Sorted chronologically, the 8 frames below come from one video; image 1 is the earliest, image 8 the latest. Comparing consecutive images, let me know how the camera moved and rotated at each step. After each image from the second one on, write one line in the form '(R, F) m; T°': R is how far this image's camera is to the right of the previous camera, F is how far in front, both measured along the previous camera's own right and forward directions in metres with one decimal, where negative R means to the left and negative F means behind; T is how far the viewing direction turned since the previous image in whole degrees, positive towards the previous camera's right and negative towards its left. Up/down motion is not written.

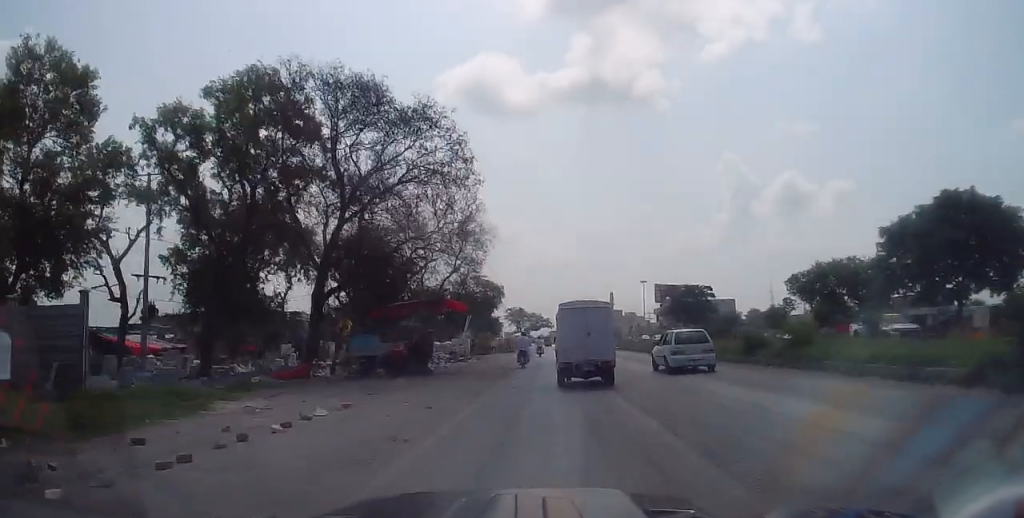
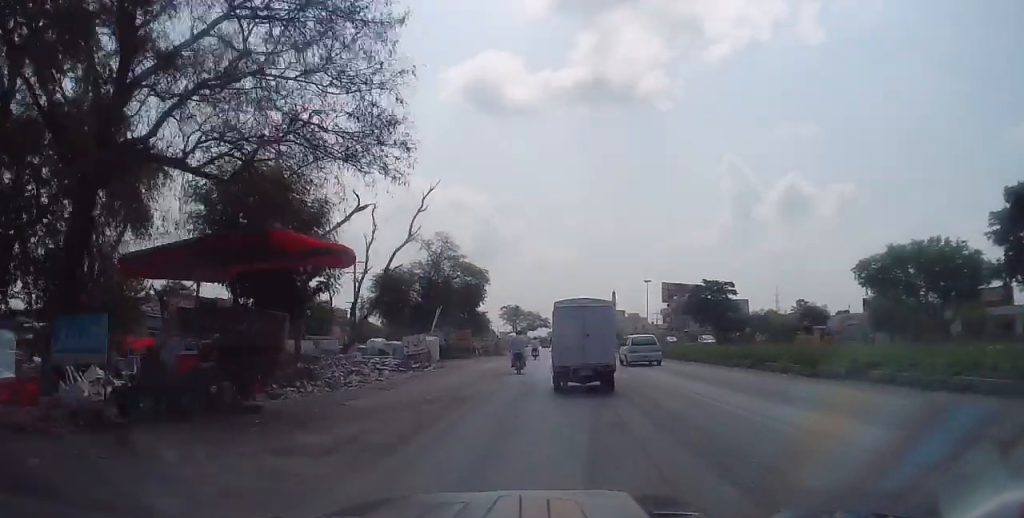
(+0.1, +15.0) m; -1°
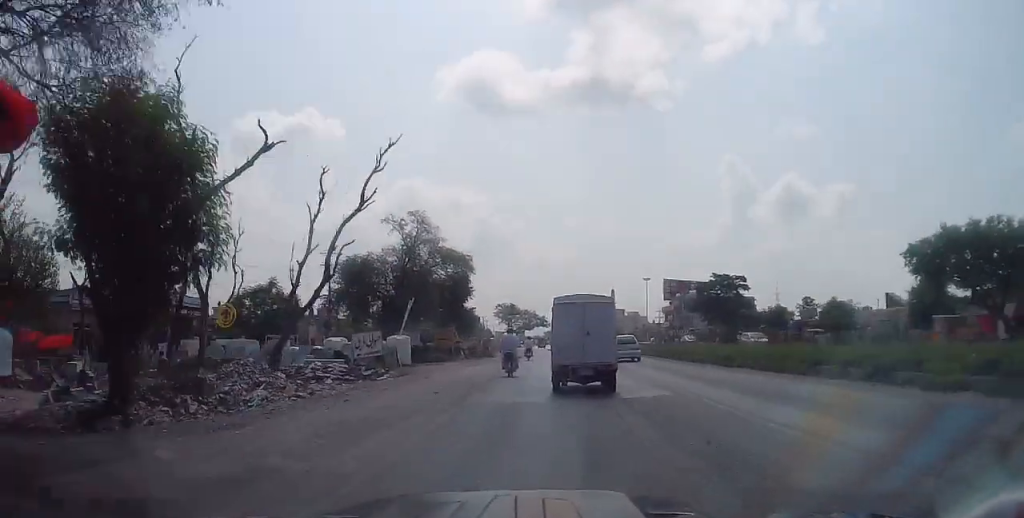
(-0.2, +7.9) m; 0°
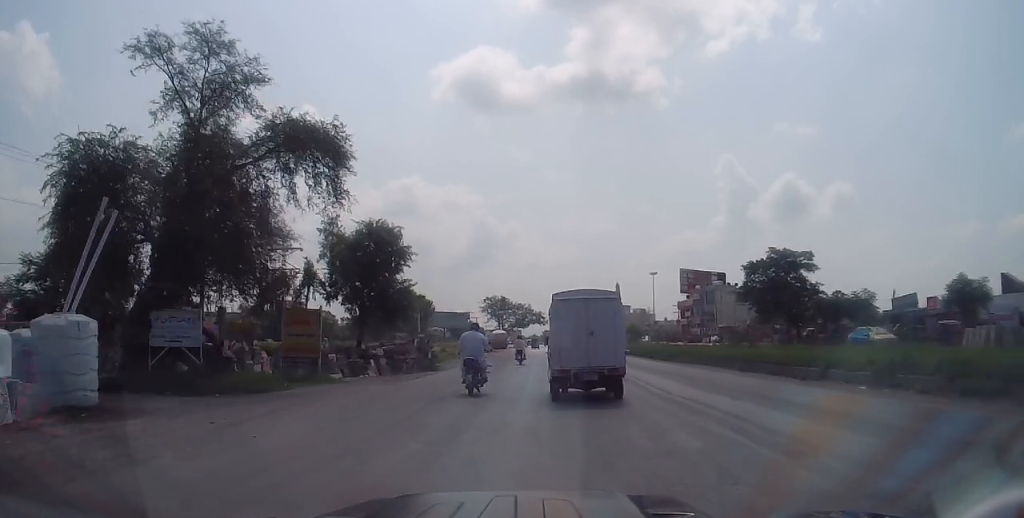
(+0.7, +26.1) m; +2°
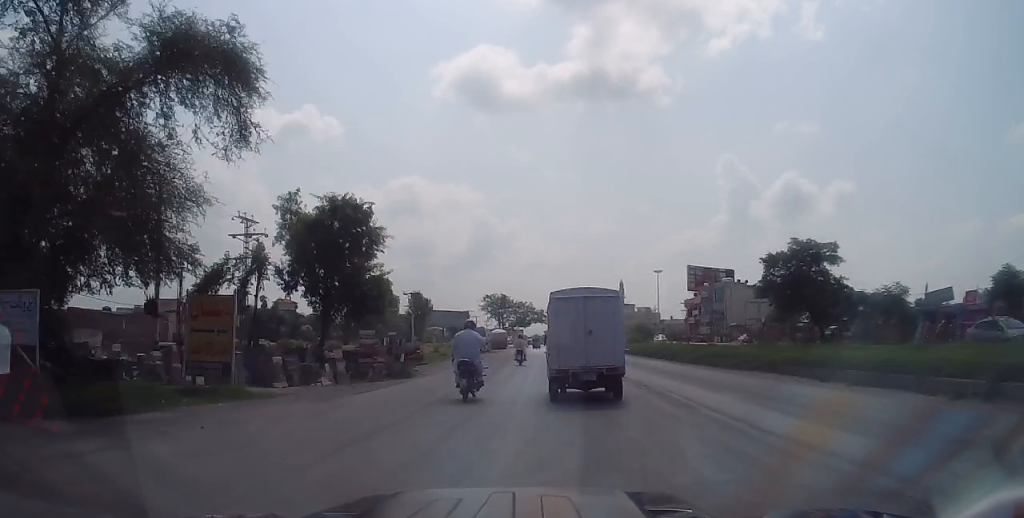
(0.0, +5.9) m; -1°
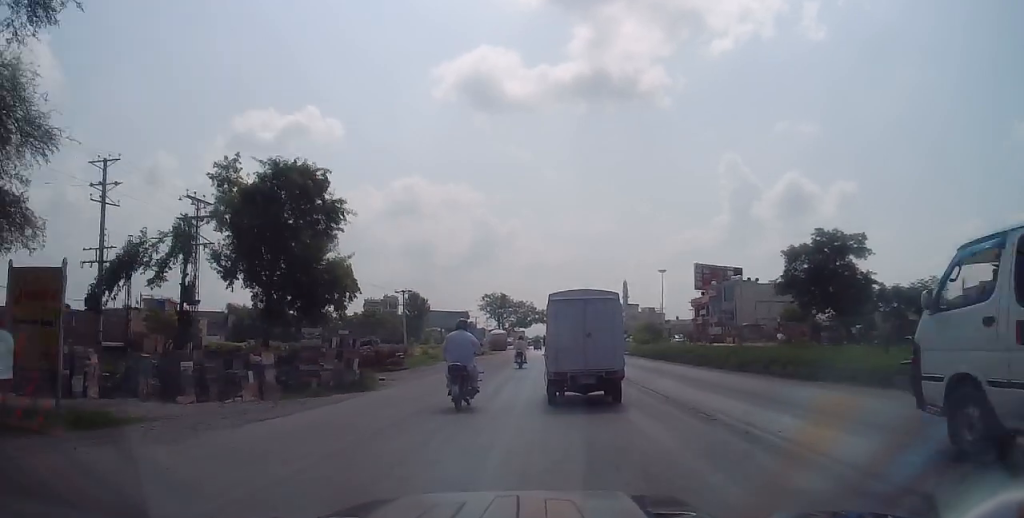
(0.0, +5.9) m; -1°
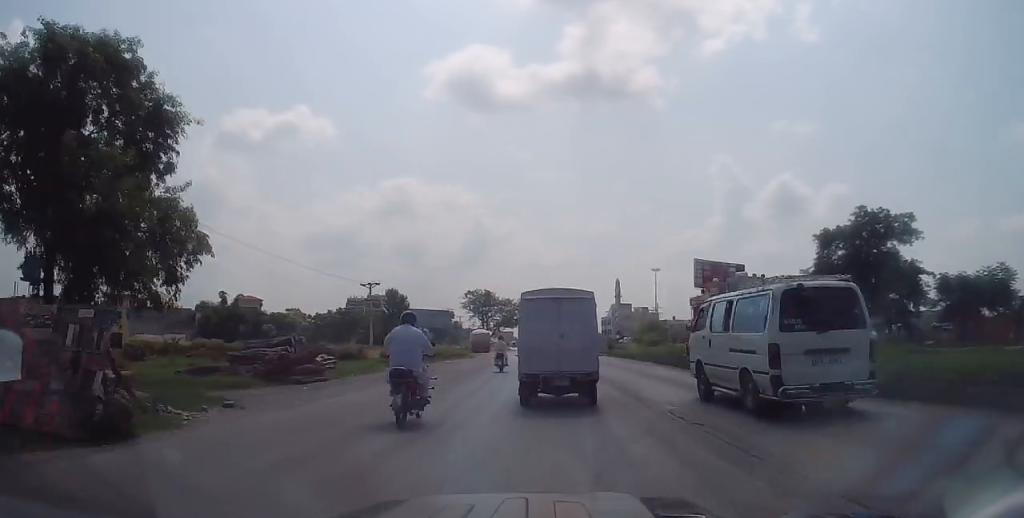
(-0.3, +10.3) m; +1°
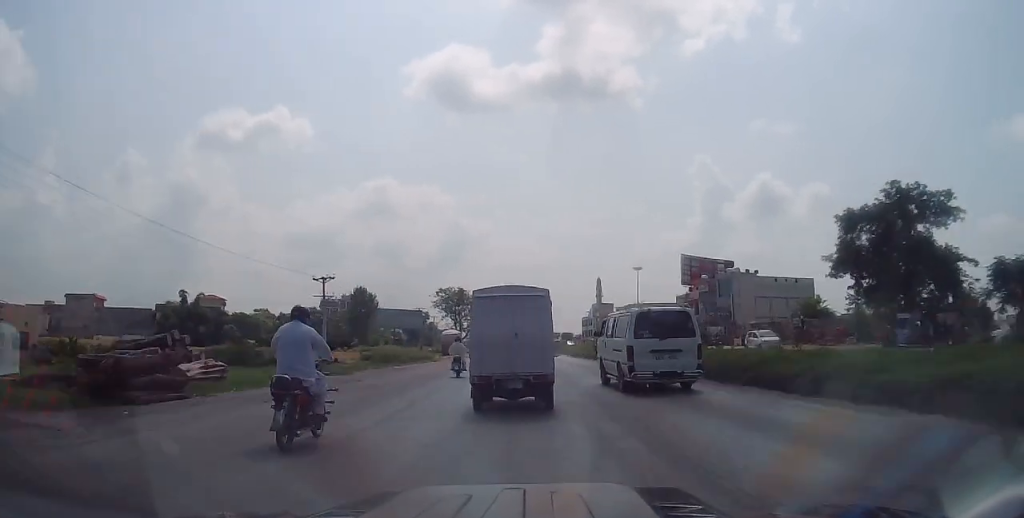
(+0.5, +8.1) m; +2°
